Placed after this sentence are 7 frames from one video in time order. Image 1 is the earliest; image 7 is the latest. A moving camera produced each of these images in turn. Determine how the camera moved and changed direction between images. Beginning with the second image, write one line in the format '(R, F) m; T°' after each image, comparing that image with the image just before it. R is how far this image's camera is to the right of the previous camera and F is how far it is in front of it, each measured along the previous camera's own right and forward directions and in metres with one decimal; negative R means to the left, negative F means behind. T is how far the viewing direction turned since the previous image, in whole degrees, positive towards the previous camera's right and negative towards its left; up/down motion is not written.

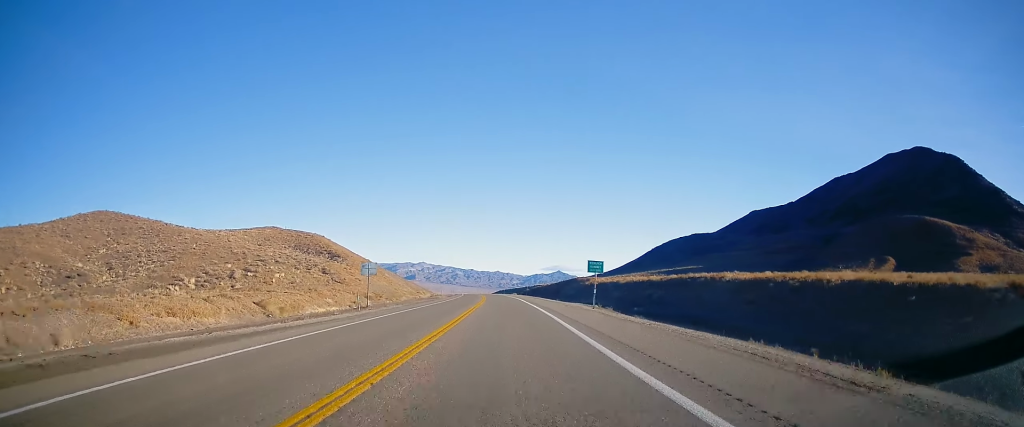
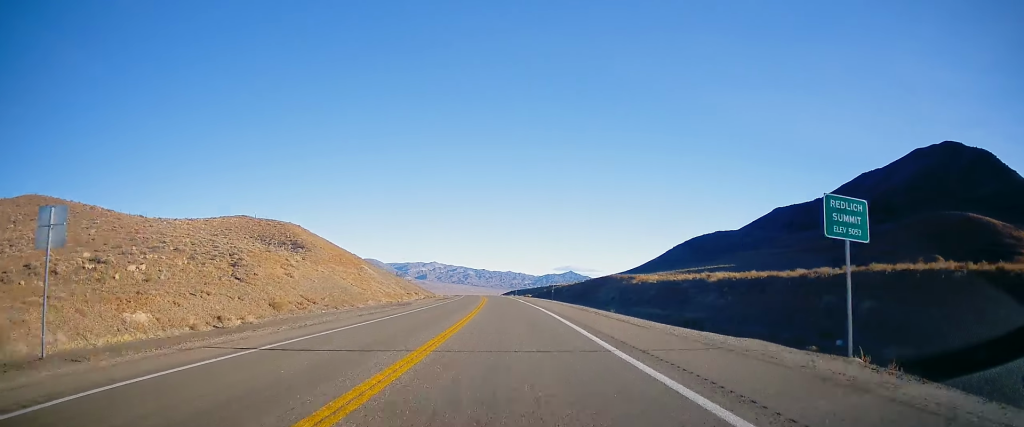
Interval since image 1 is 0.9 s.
(-0.2, +32.7) m; -1°
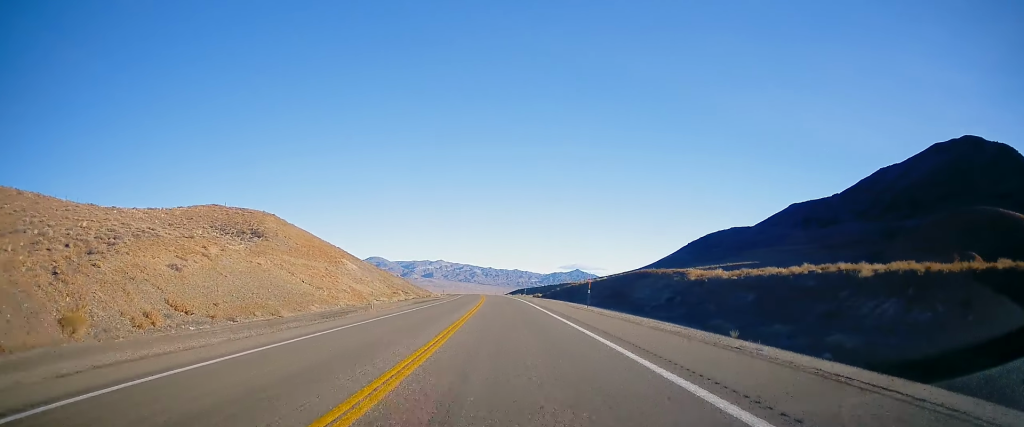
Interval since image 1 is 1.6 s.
(-0.1, +21.9) m; -1°
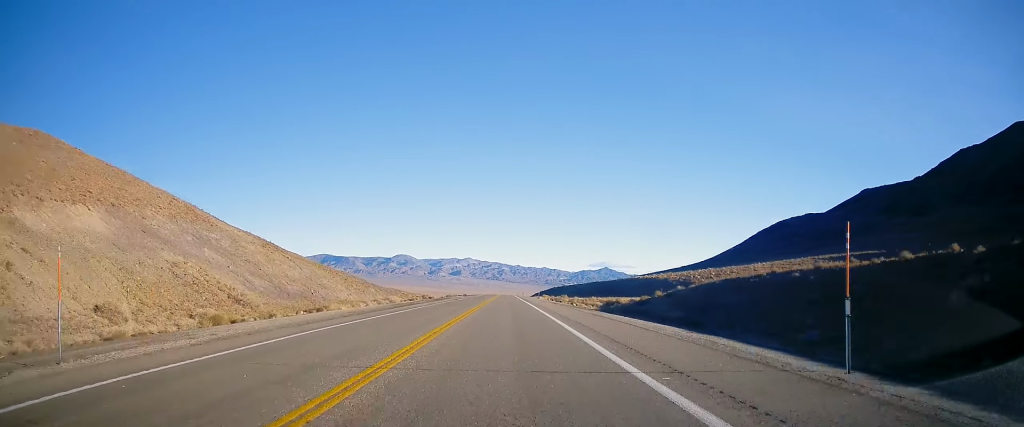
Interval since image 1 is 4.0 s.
(-2.1, +86.5) m; -2°
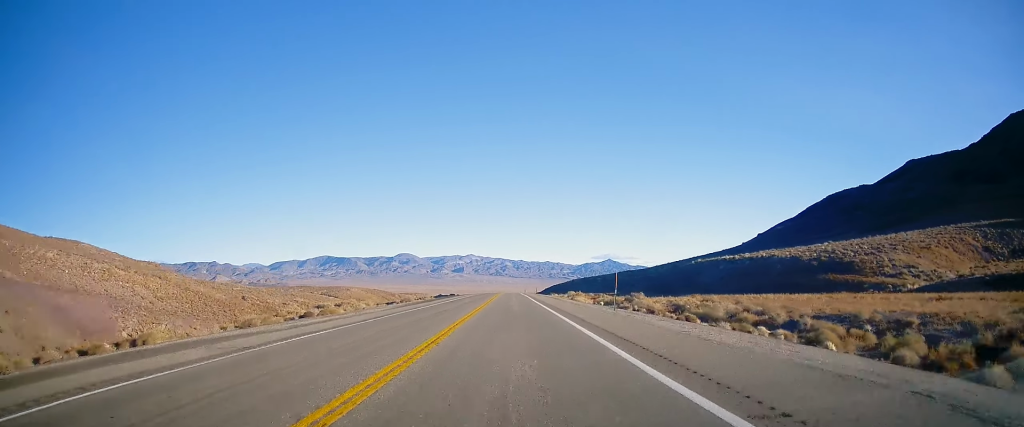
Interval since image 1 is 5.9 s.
(-1.1, +67.2) m; -1°
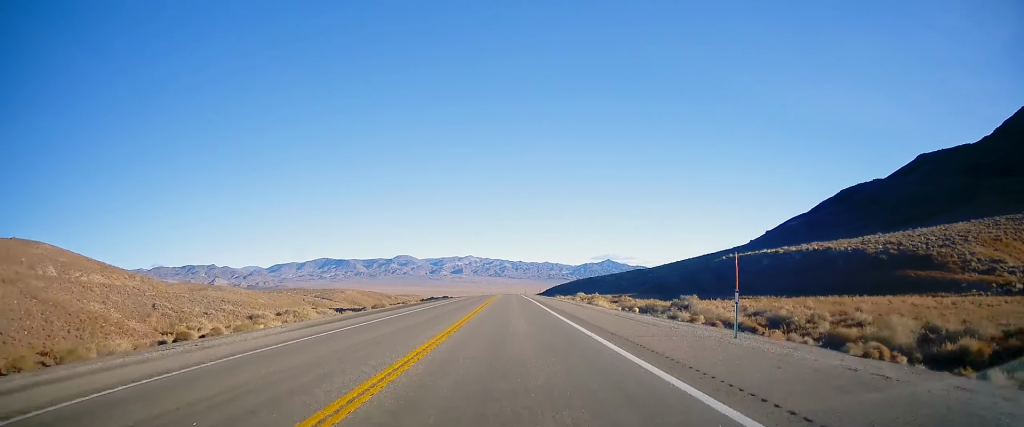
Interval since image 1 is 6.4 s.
(-0.1, +16.6) m; 0°
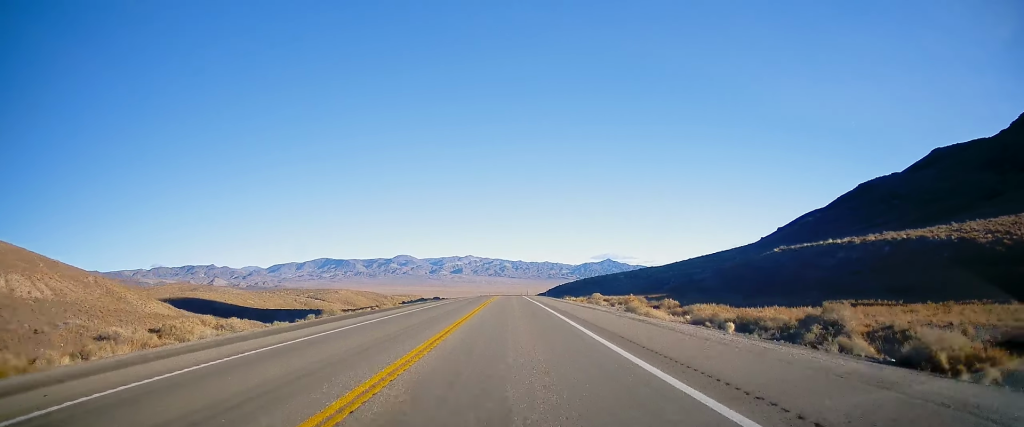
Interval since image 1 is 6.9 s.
(+0.2, +19.0) m; 0°
